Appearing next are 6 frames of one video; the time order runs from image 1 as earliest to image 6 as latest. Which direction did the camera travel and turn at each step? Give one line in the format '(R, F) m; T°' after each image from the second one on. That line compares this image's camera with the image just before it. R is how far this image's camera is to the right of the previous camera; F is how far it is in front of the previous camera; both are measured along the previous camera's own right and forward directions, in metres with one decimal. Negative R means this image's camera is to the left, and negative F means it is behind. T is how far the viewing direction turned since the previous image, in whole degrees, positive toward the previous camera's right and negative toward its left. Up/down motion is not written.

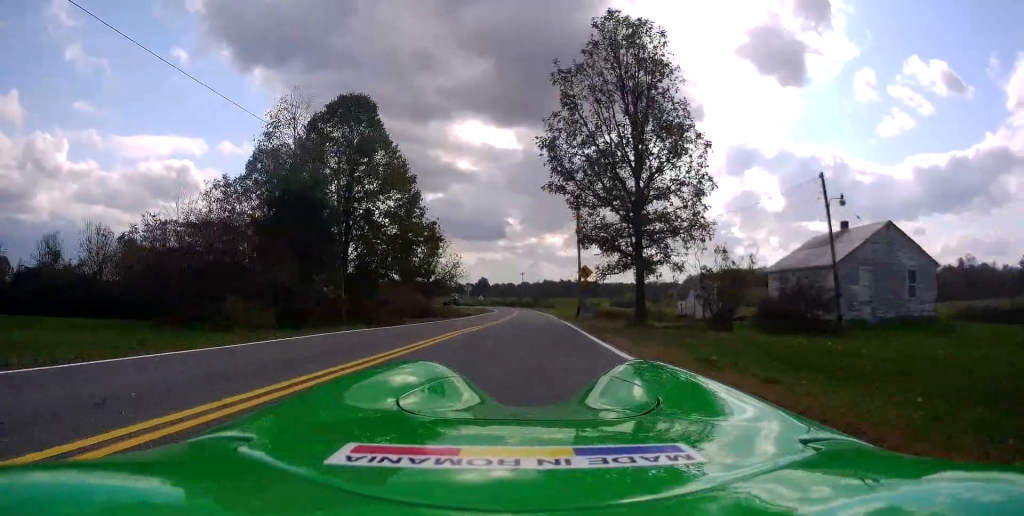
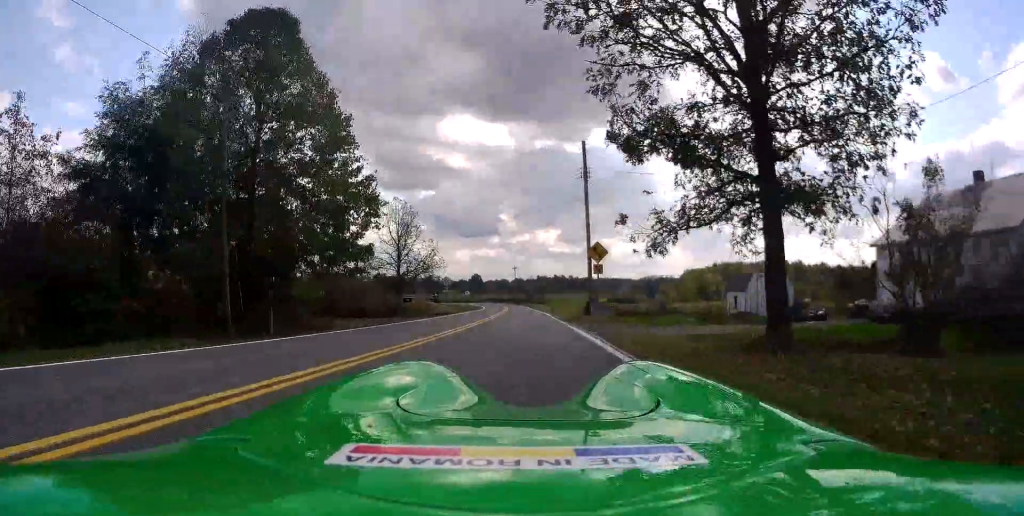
(+0.1, +11.9) m; 0°
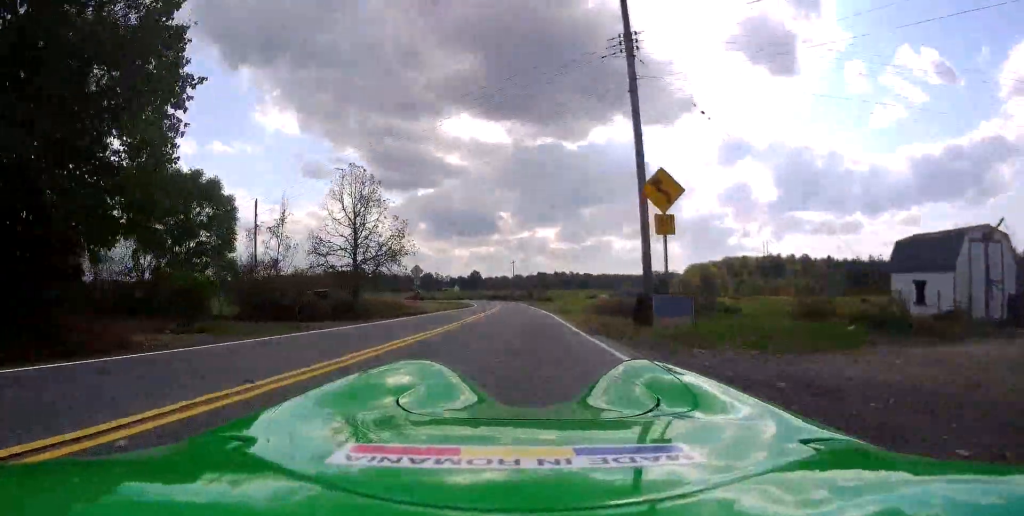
(+0.1, +14.5) m; +1°
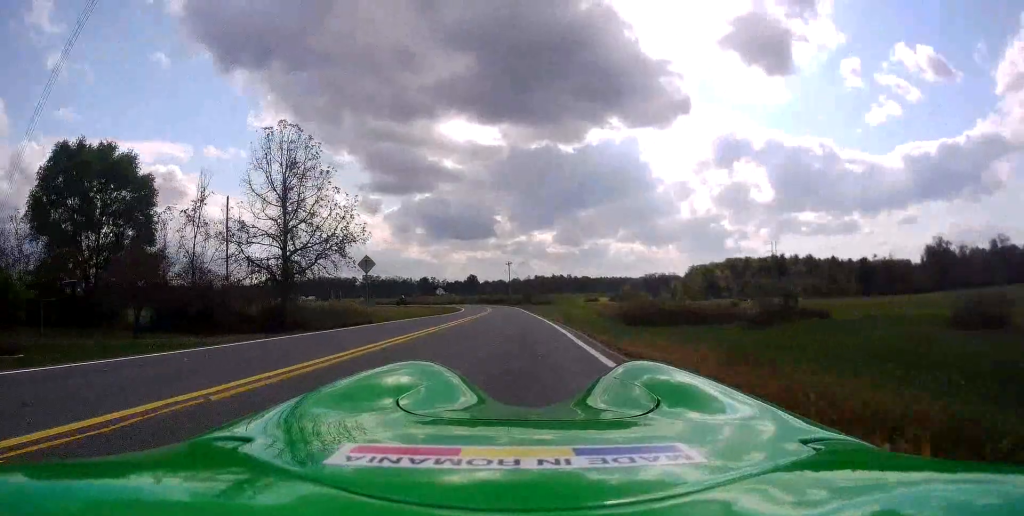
(0.0, +12.1) m; +2°
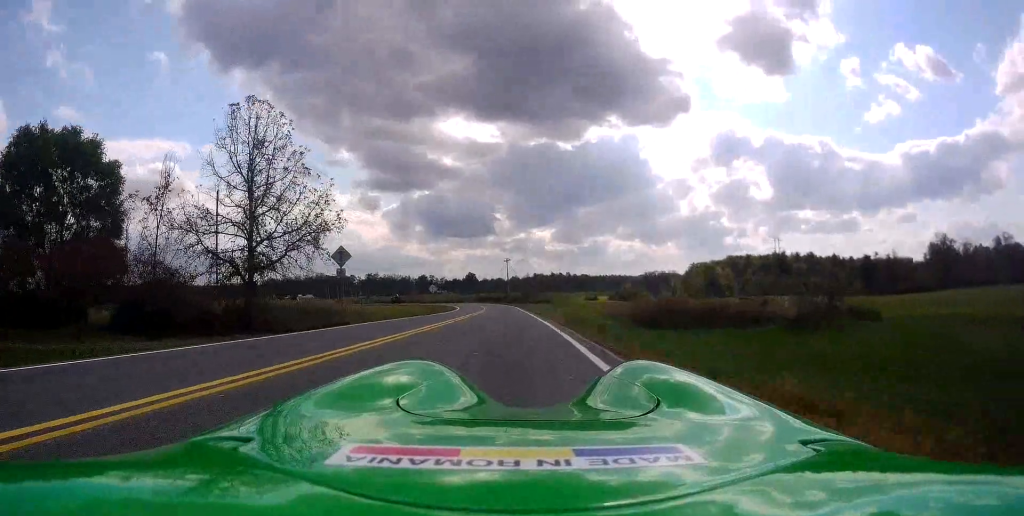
(+0.1, +4.2) m; 0°
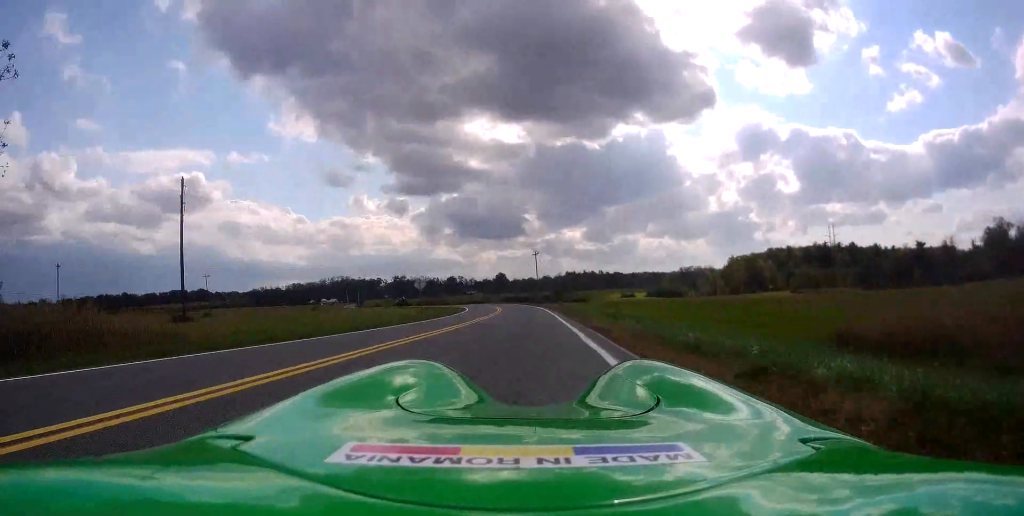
(-0.7, +23.3) m; -4°
